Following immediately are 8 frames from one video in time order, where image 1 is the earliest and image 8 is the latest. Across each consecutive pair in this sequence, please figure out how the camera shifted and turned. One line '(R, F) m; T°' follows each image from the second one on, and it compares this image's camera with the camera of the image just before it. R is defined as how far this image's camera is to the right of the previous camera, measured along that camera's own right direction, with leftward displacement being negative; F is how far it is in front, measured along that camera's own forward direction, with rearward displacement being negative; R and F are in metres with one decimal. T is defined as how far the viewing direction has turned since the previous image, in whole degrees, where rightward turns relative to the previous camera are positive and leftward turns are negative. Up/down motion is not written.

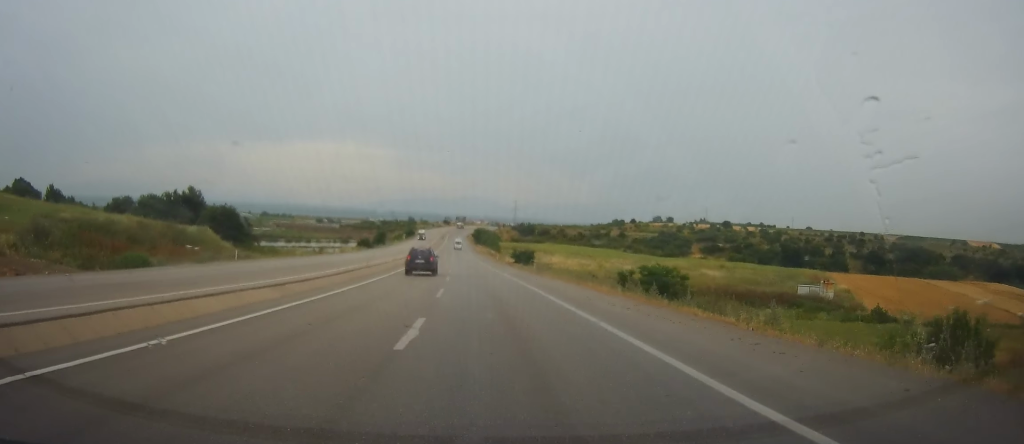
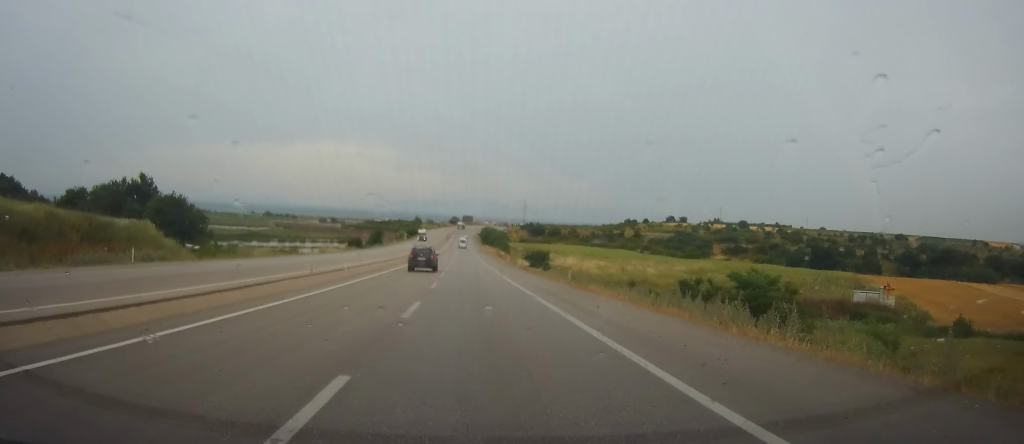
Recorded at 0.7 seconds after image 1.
(-0.2, +17.6) m; -2°
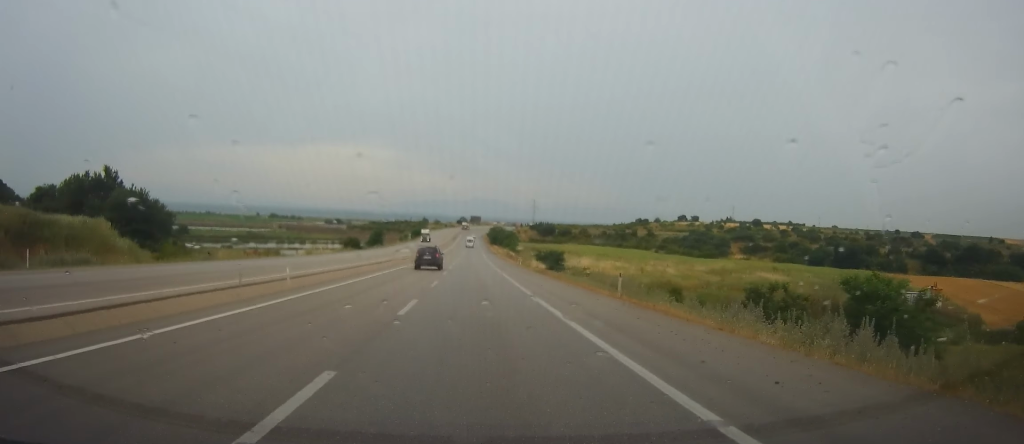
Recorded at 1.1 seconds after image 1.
(-0.2, +11.6) m; -1°
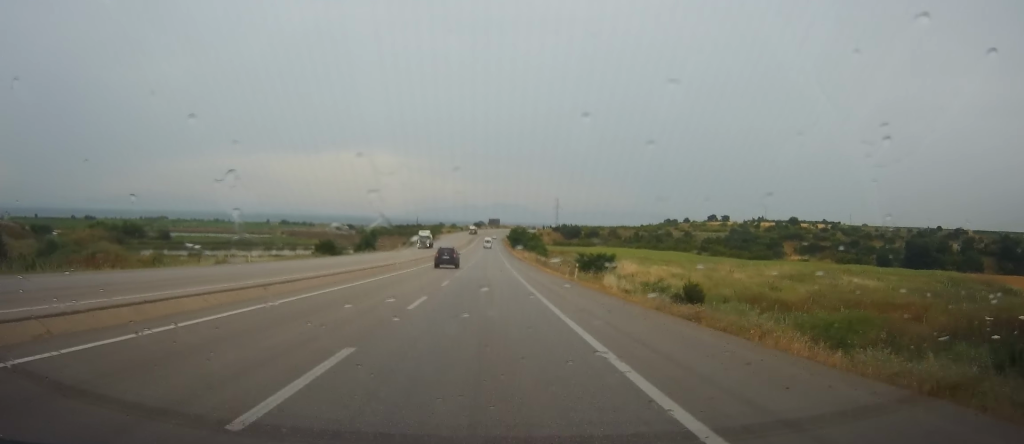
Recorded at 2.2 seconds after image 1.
(-0.6, +31.9) m; -1°
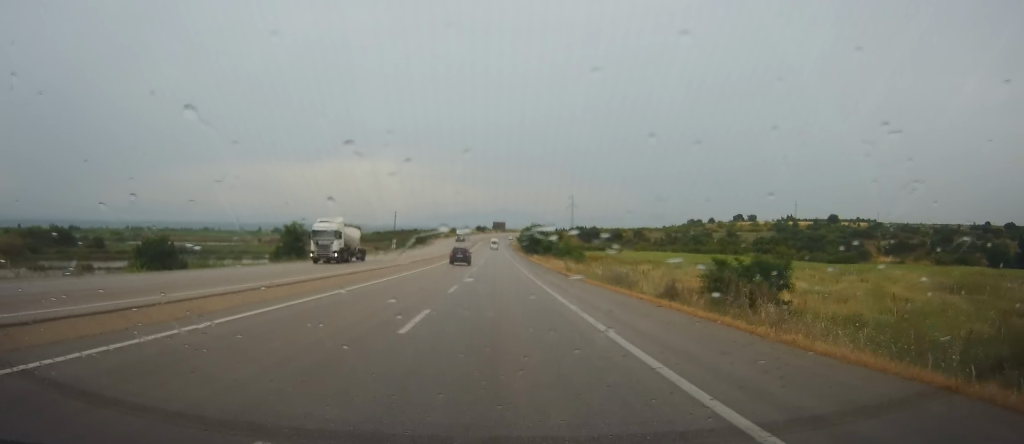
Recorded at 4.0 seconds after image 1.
(-0.5, +49.3) m; -1°
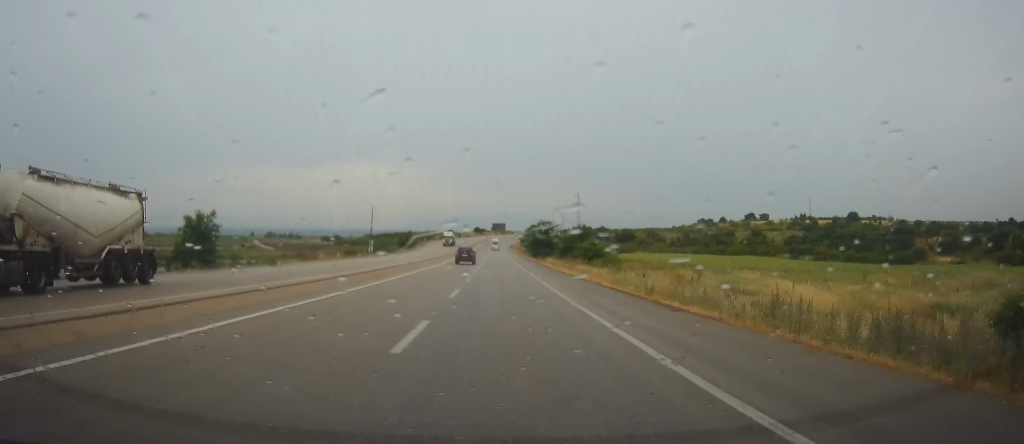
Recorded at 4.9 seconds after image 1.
(-0.1, +25.2) m; -1°
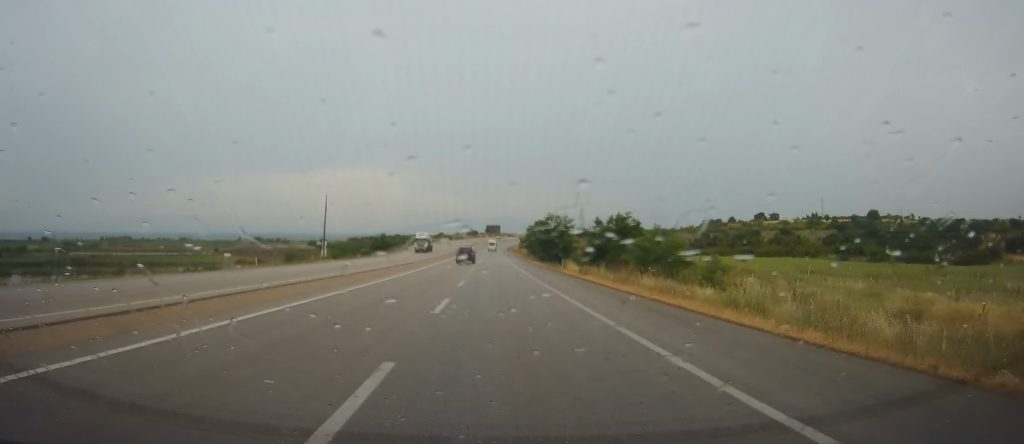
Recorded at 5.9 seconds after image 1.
(-0.2, +27.9) m; 0°
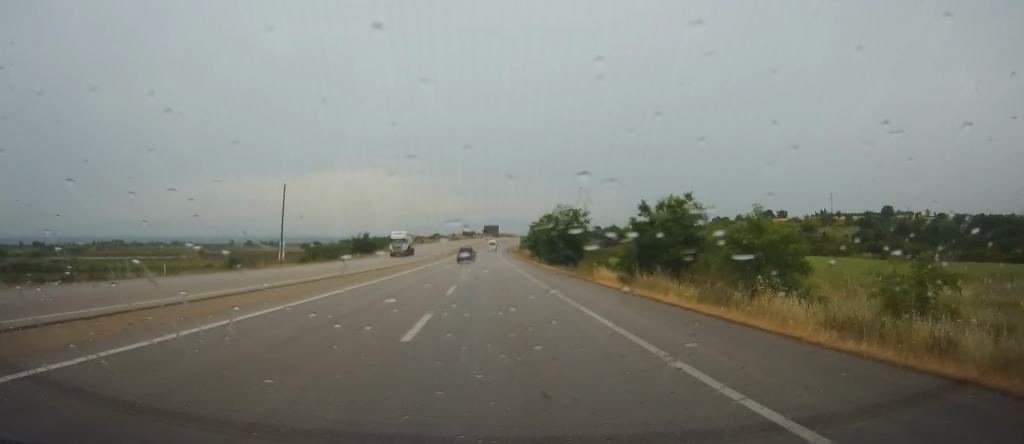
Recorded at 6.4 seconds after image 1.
(-0.2, +16.1) m; 0°
